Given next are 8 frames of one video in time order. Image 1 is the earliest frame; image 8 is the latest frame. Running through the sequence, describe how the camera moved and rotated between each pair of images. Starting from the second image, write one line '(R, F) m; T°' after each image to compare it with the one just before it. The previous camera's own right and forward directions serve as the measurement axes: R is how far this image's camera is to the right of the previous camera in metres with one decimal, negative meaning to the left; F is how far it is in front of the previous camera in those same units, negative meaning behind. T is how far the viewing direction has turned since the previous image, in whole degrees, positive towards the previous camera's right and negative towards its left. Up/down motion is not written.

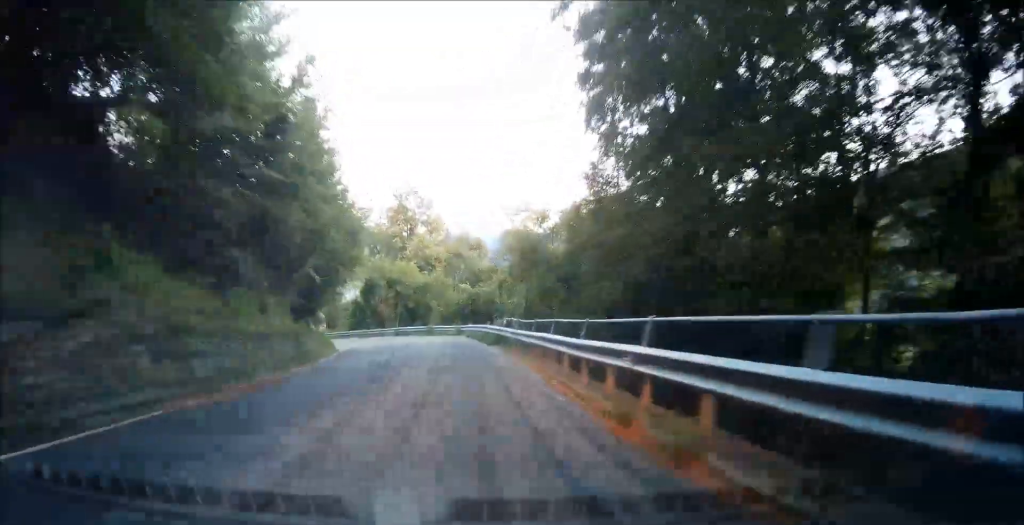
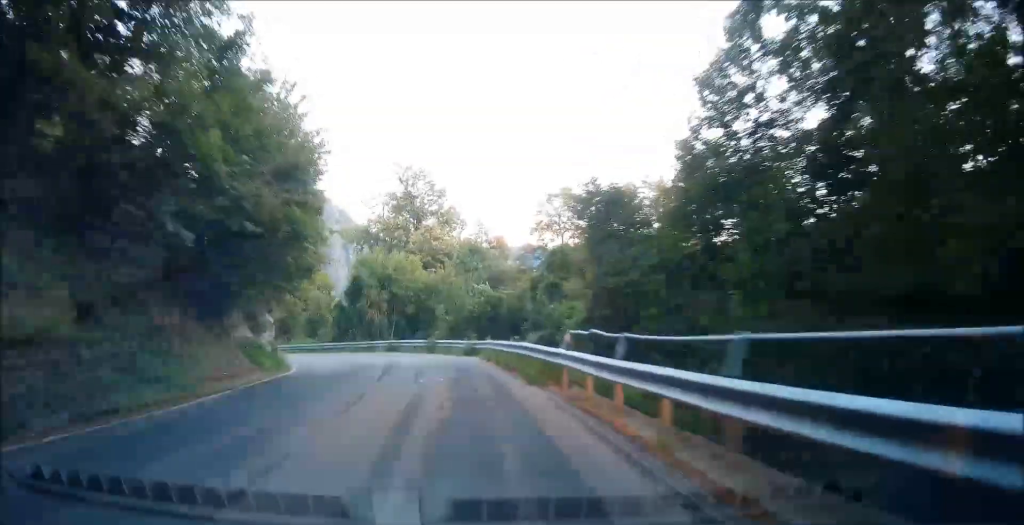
(-0.5, +12.3) m; -5°
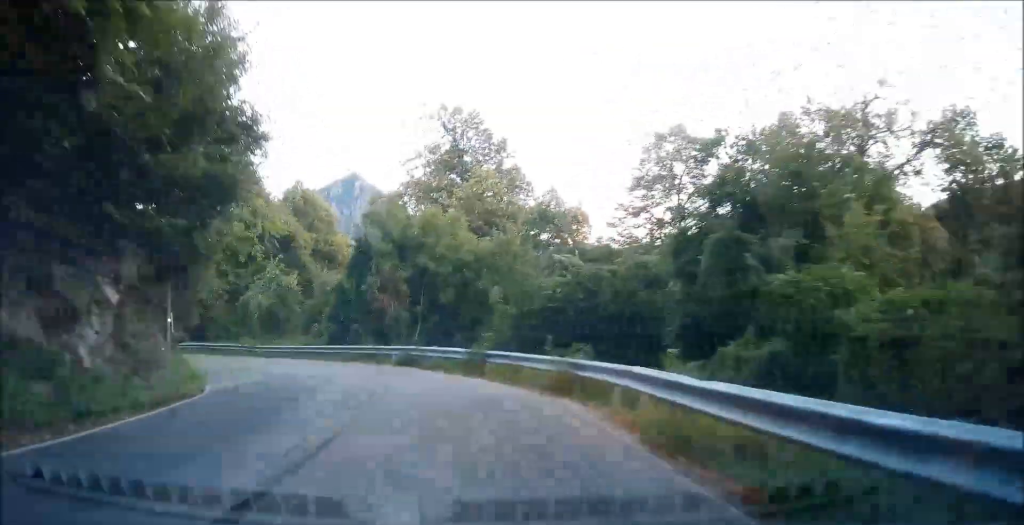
(-0.8, +15.9) m; -10°
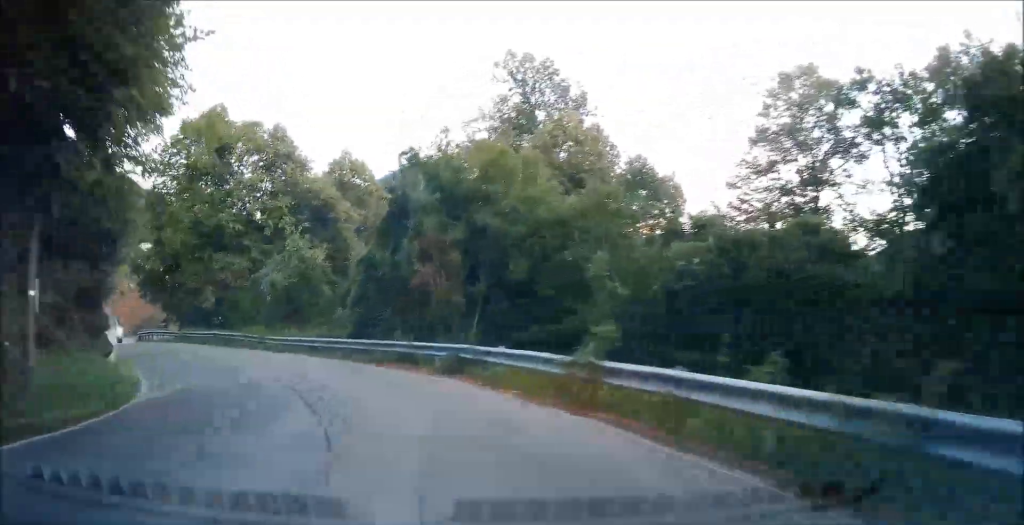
(-0.6, +8.6) m; -10°
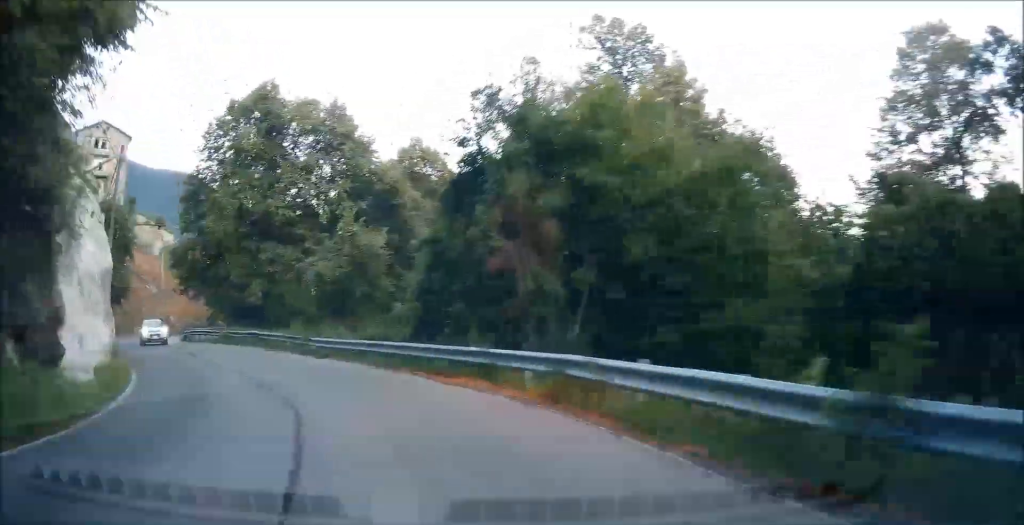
(-0.2, +5.7) m; -8°
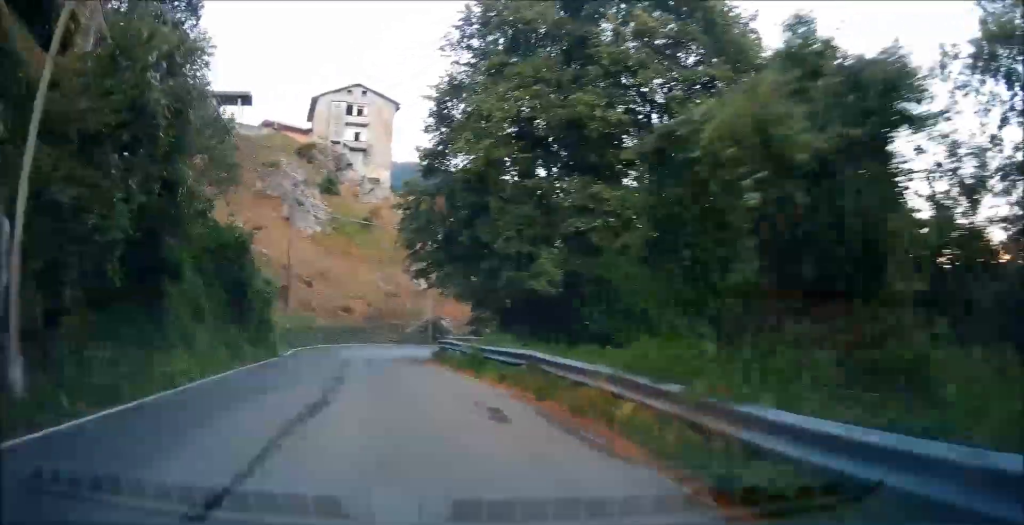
(-3.2, +21.5) m; -18°
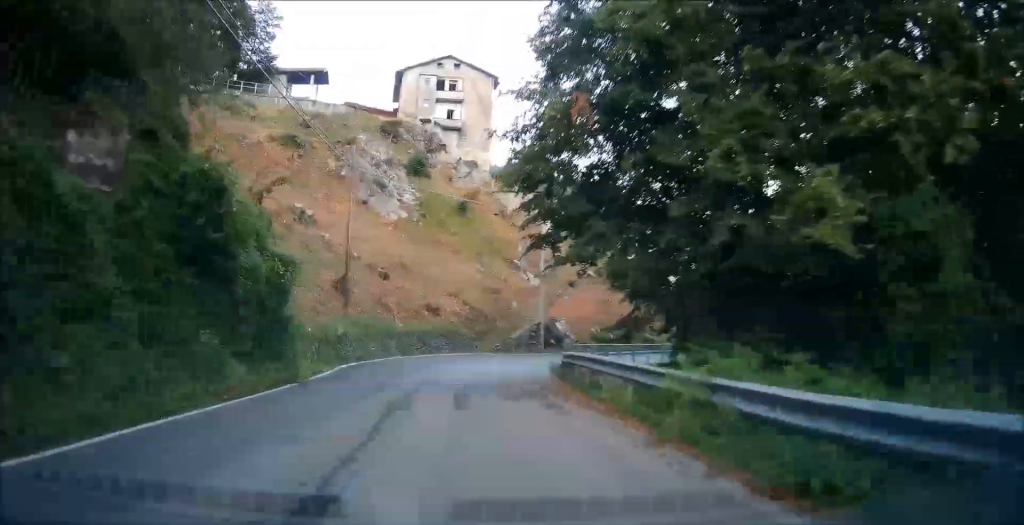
(-1.6, +11.7) m; -7°
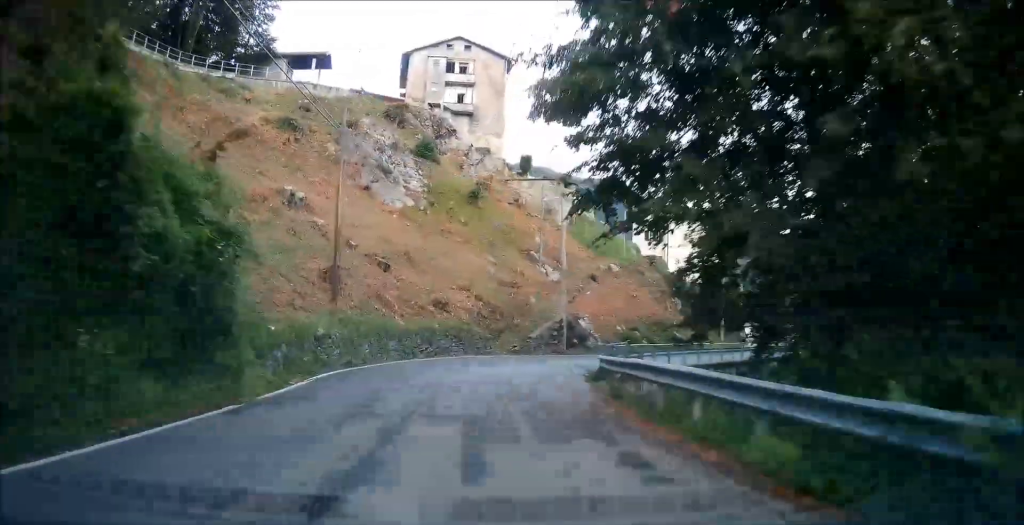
(+0.1, +5.2) m; +1°
